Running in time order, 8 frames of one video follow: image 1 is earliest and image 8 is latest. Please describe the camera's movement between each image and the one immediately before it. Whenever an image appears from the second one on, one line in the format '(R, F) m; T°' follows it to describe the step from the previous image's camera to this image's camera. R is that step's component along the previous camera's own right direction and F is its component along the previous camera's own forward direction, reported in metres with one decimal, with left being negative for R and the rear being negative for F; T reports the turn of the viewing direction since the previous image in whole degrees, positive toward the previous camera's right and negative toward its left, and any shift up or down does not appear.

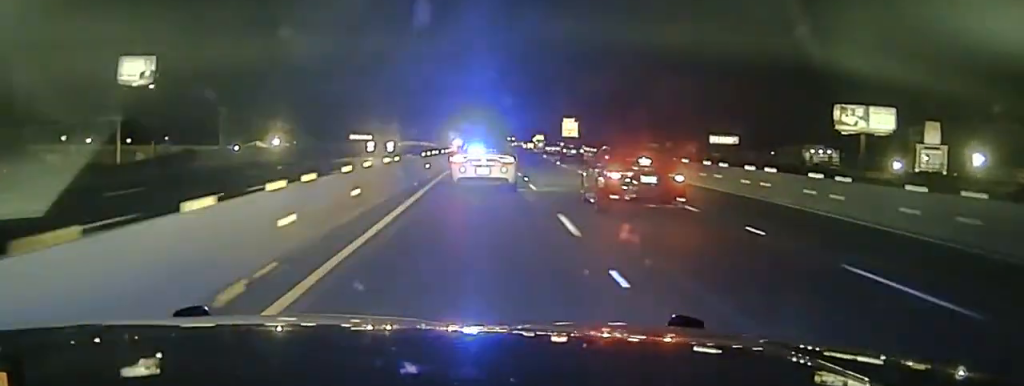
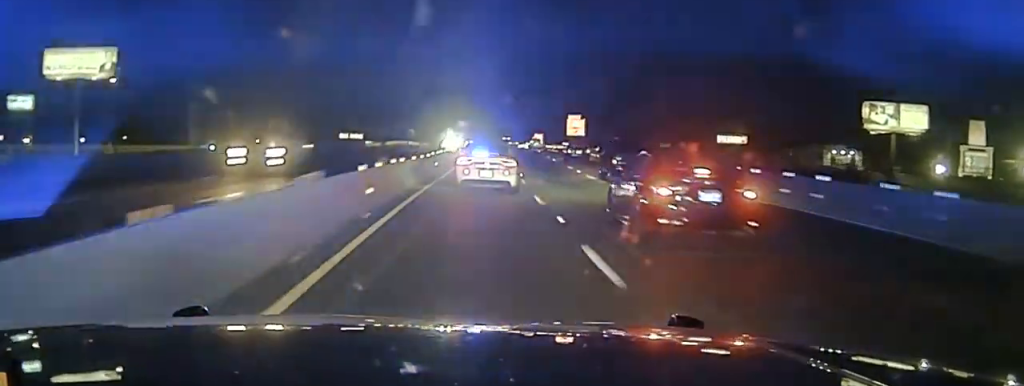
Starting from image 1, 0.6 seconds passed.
(0.0, +17.3) m; 0°
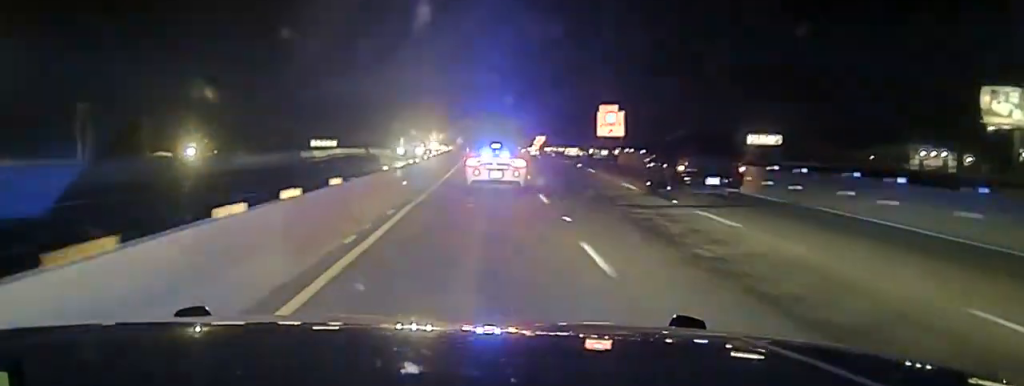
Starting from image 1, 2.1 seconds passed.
(-0.3, +48.1) m; 0°
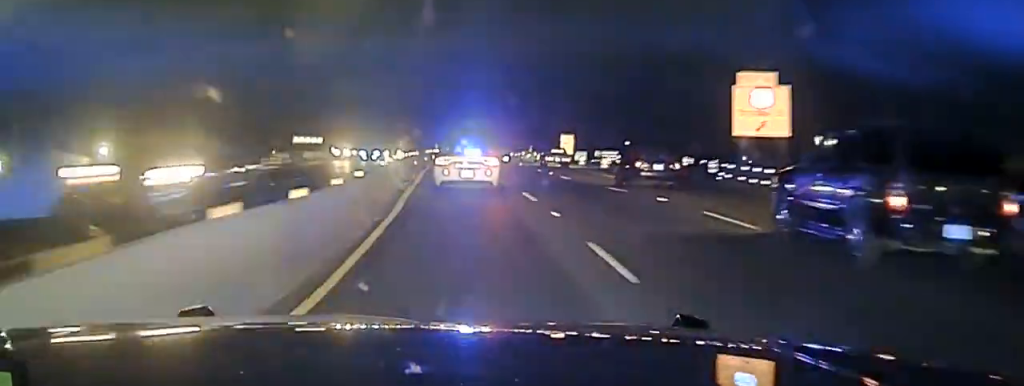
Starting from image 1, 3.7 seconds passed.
(-0.5, +49.0) m; -2°
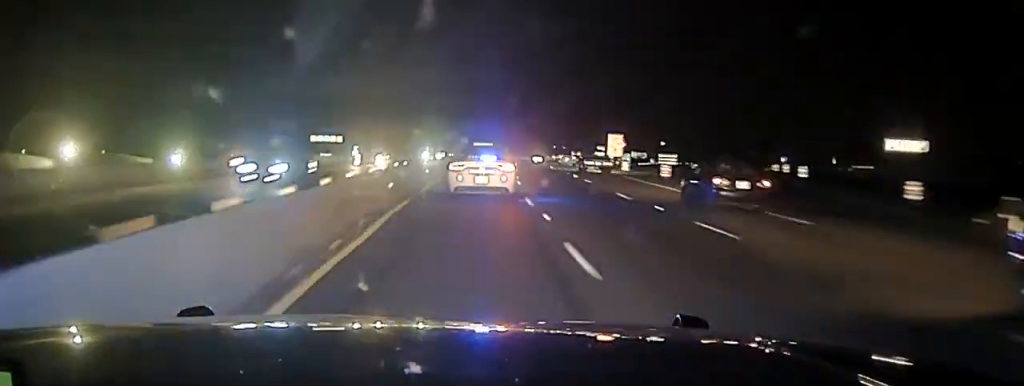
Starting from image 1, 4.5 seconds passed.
(-0.4, +22.7) m; -1°
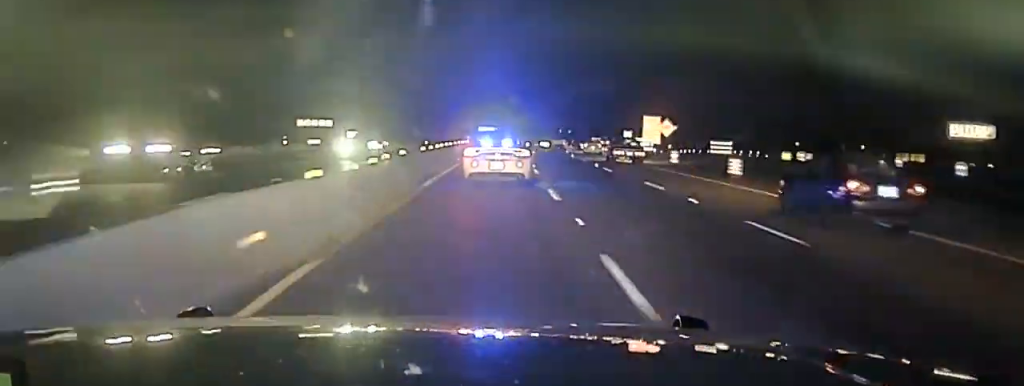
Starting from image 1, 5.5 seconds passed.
(+0.1, +27.7) m; +1°
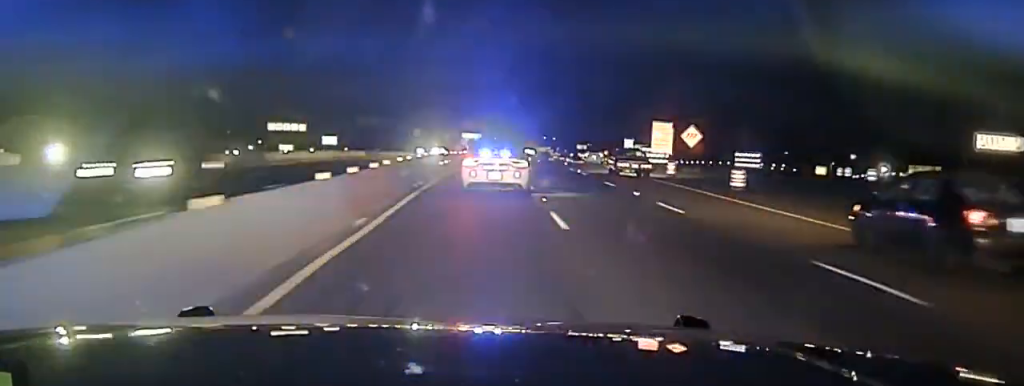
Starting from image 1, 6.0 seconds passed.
(+0.2, +15.7) m; +1°
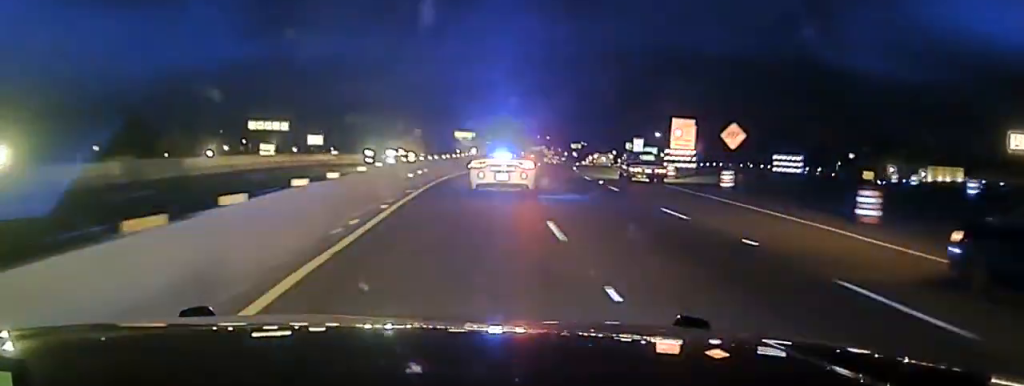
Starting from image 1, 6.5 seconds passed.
(+0.1, +13.7) m; +1°
